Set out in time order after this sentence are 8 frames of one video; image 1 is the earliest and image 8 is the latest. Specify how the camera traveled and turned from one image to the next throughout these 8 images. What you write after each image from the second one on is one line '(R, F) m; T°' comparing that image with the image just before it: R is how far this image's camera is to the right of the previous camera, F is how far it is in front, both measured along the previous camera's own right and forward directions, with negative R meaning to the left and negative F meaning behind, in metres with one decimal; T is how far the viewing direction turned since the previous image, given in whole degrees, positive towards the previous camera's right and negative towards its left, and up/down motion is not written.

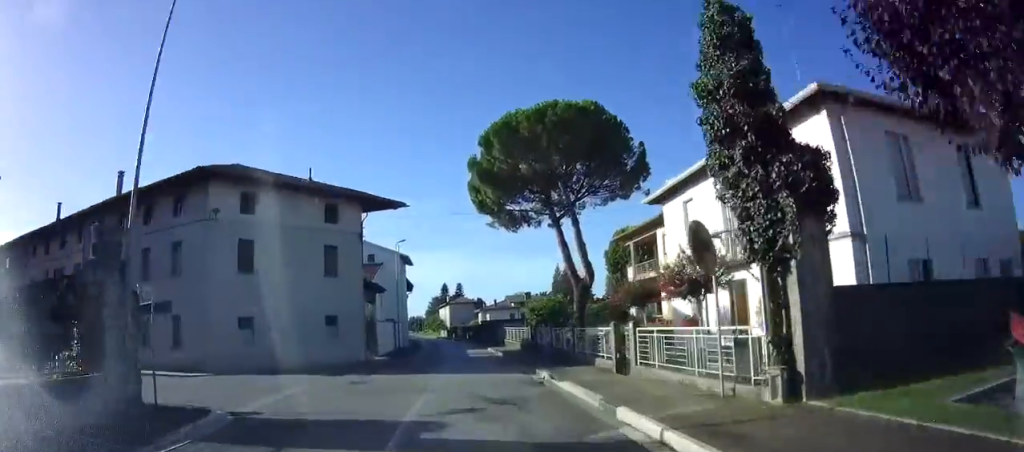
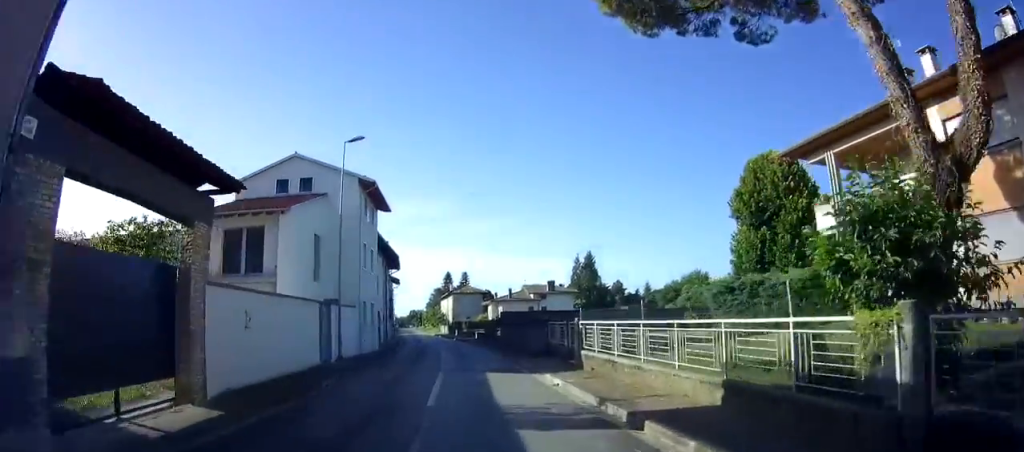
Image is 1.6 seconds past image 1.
(+0.2, +23.6) m; 0°
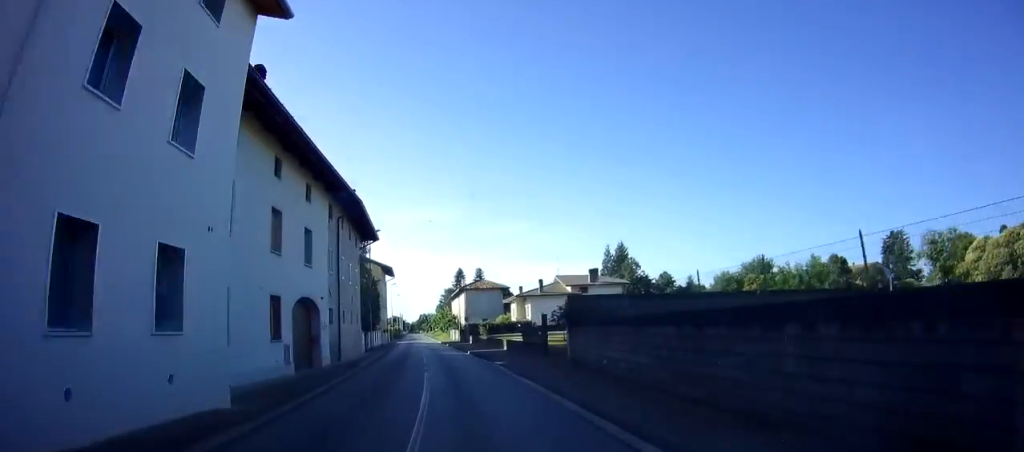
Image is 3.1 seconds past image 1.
(0.0, +22.3) m; 0°
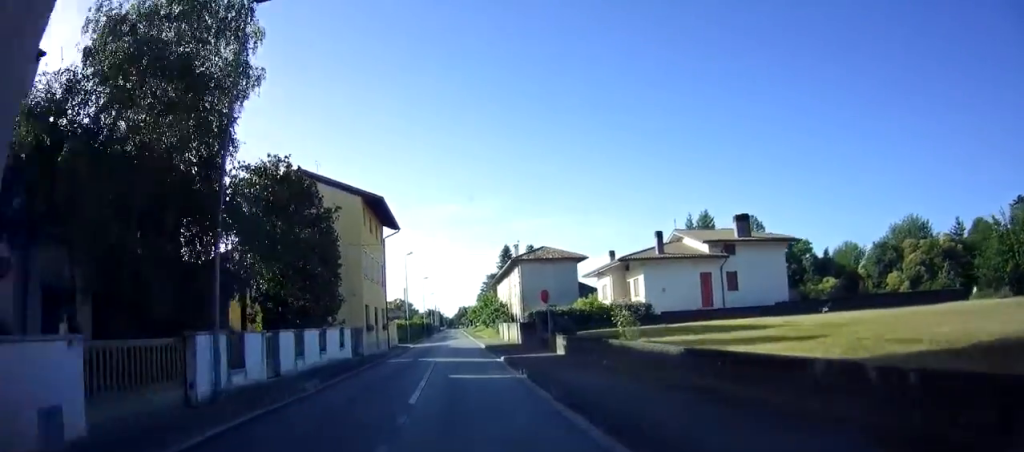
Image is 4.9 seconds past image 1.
(-0.8, +30.1) m; -4°
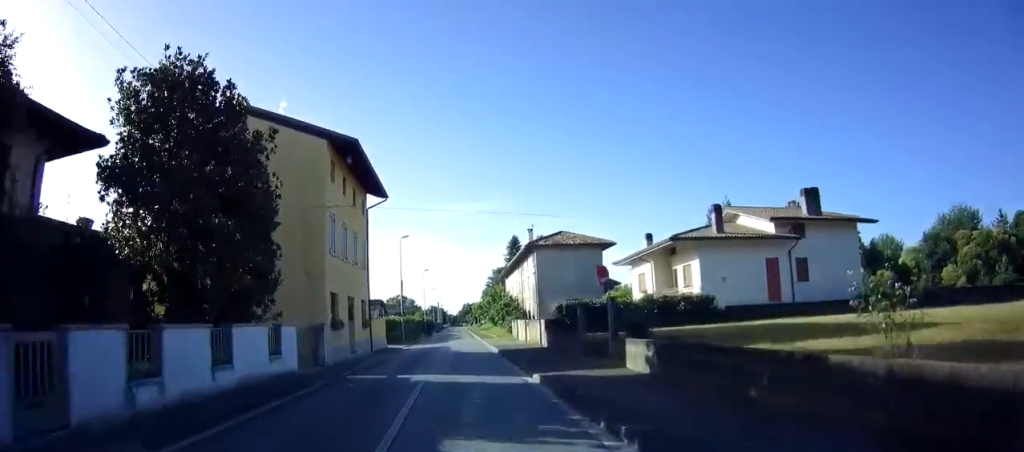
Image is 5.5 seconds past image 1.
(-0.1, +8.9) m; -1°
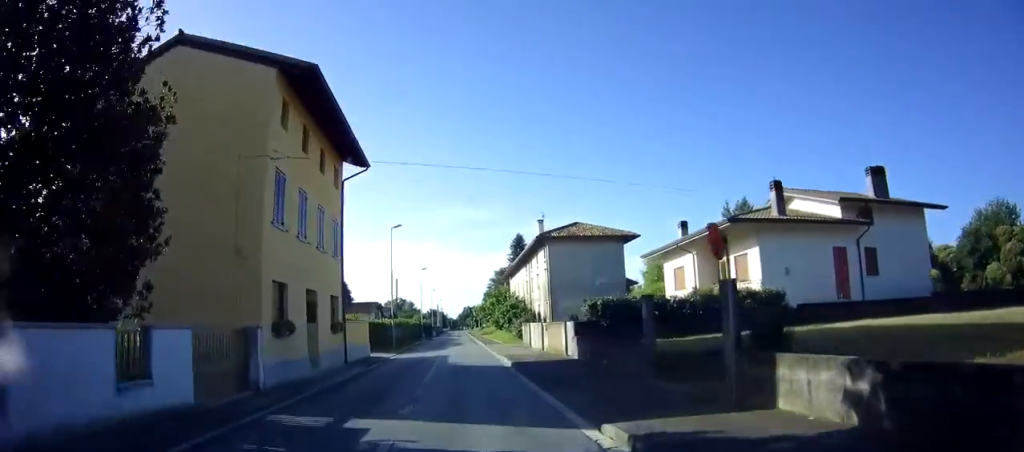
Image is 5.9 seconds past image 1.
(-0.1, +7.2) m; -1°
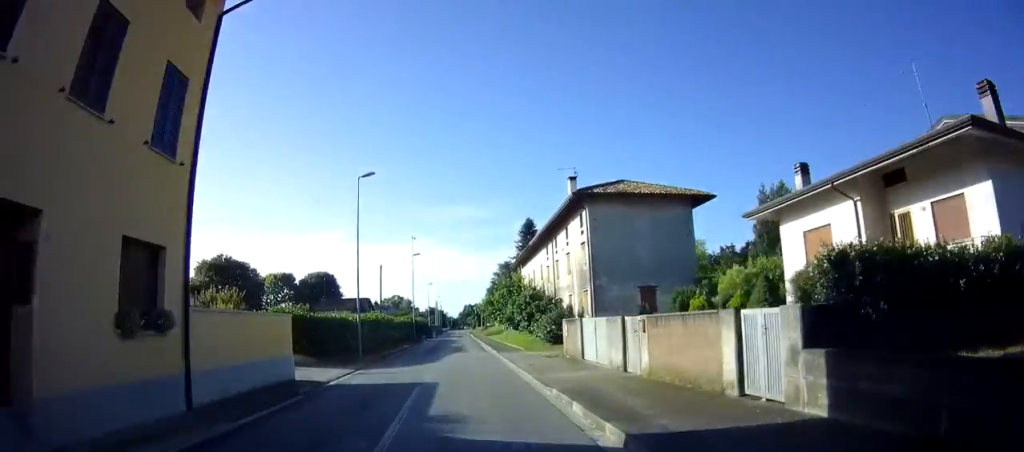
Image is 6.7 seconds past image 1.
(-0.1, +13.4) m; -1°
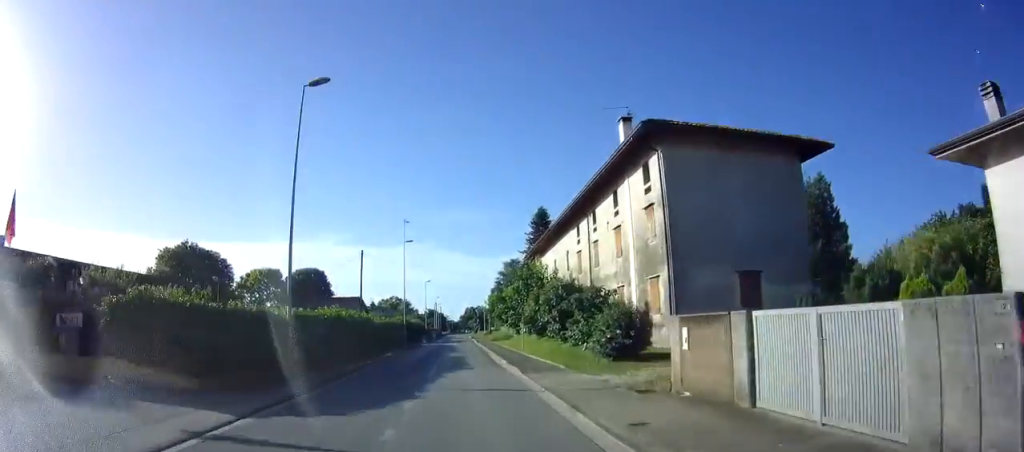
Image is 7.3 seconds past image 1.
(0.0, +10.7) m; 0°
